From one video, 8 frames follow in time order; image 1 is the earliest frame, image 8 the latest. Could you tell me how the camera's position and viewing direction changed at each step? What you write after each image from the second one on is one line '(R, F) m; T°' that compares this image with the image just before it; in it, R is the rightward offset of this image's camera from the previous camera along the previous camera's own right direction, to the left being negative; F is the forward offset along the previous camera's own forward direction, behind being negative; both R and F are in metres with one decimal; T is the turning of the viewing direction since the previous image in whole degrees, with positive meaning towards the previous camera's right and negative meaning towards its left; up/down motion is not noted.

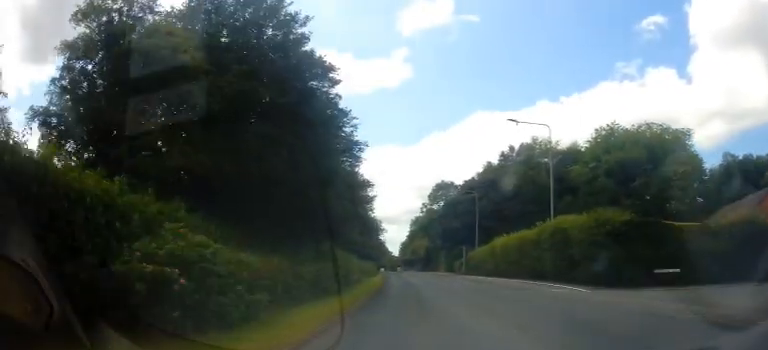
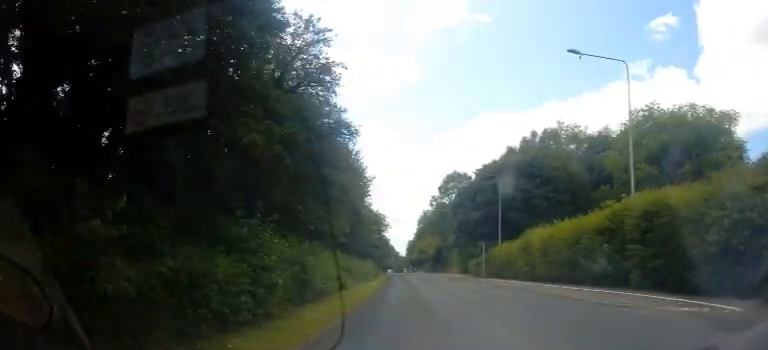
(0.0, +10.3) m; -1°
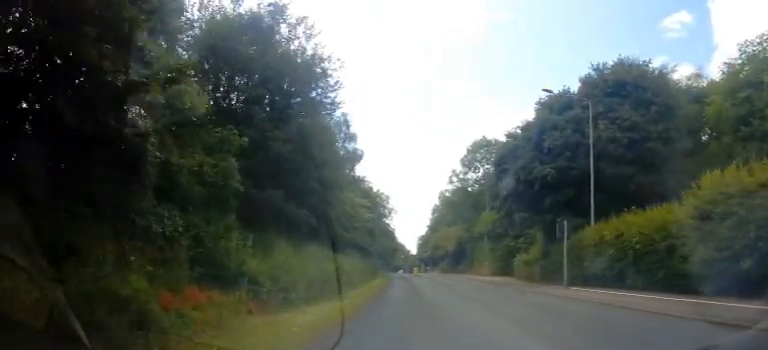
(-1.0, +22.4) m; -3°
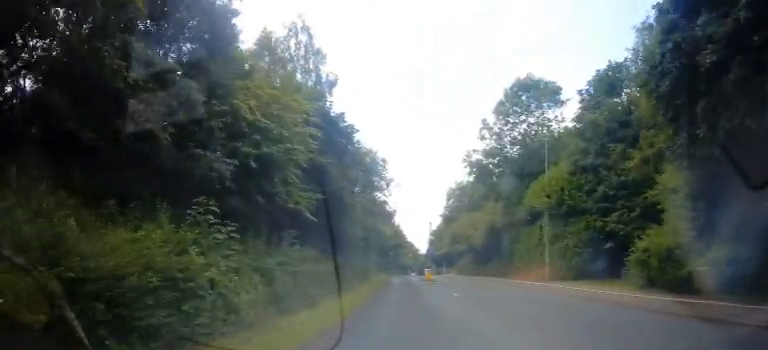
(+0.6, +21.2) m; +1°
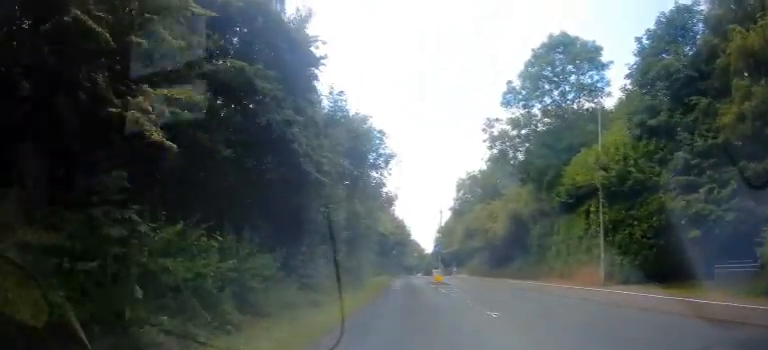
(-0.2, +8.7) m; -2°
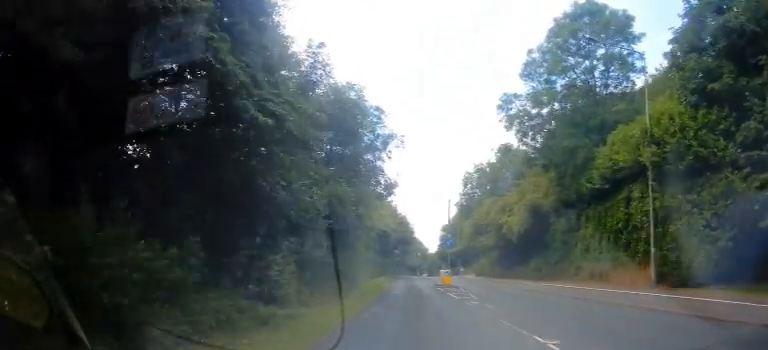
(-0.1, +5.2) m; -1°
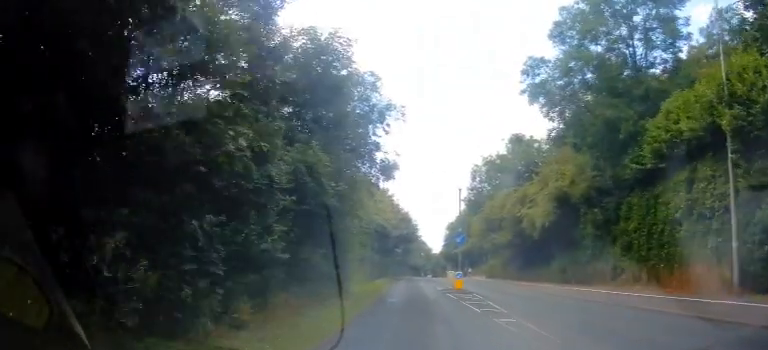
(0.0, +5.1) m; 0°
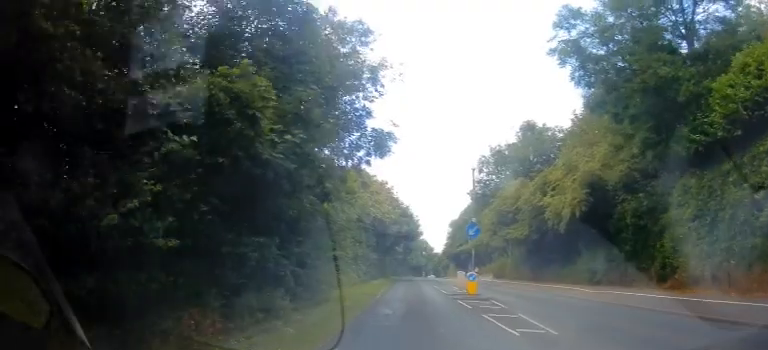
(0.0, +4.7) m; 0°
